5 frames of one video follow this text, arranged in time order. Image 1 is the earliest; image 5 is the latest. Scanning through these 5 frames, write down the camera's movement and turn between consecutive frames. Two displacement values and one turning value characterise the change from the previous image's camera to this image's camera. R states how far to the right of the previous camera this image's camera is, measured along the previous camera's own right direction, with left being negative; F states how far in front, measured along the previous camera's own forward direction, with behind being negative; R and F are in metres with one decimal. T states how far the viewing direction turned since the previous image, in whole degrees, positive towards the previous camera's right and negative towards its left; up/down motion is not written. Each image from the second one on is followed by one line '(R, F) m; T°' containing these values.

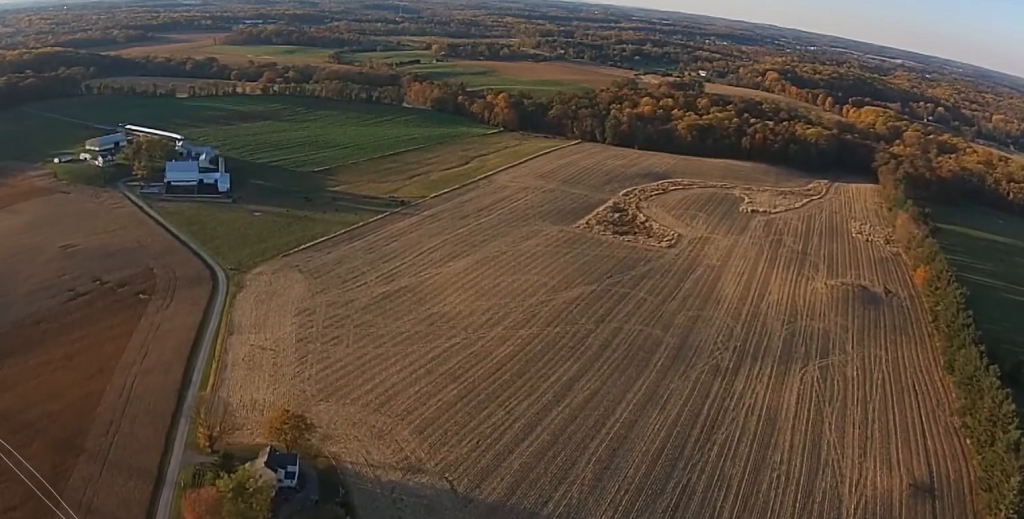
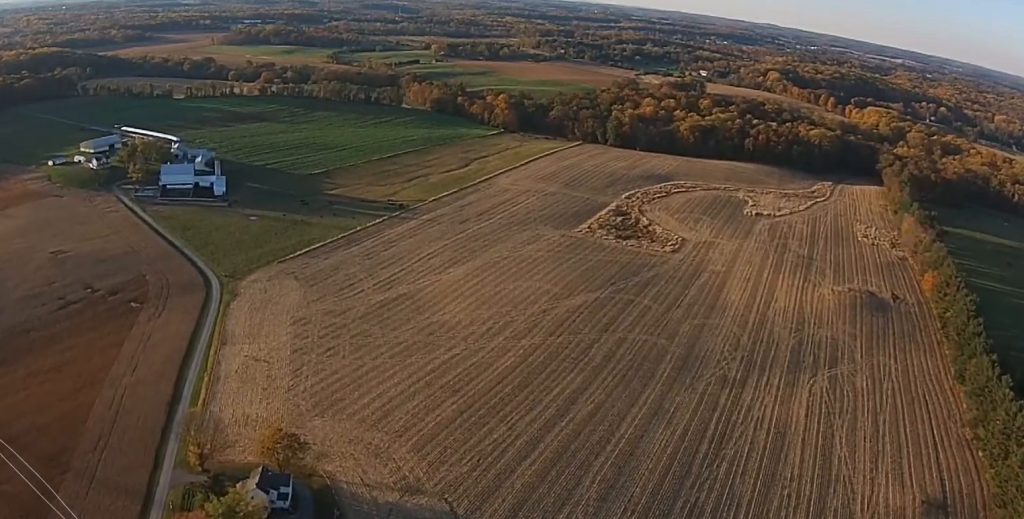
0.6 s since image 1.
(0.0, +10.5) m; 0°
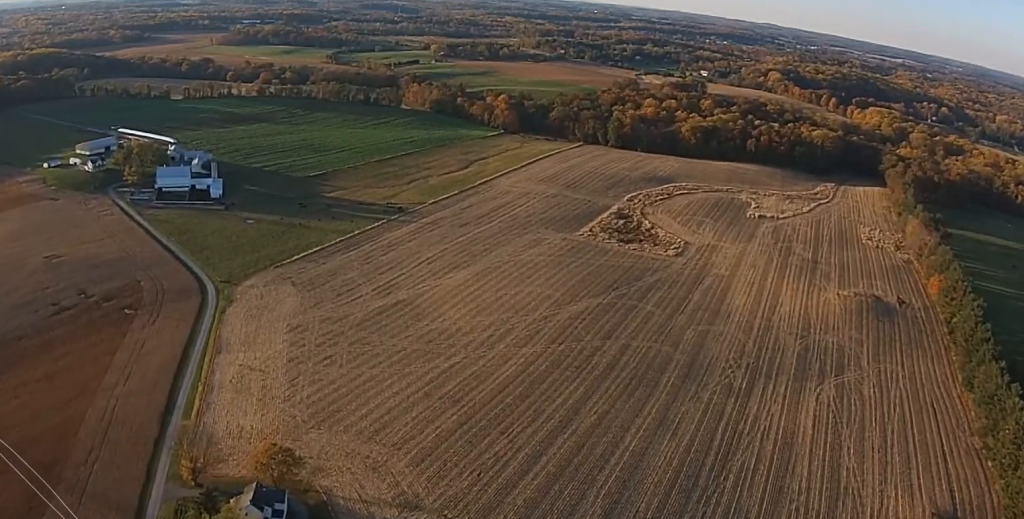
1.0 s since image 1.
(0.0, +7.6) m; 0°
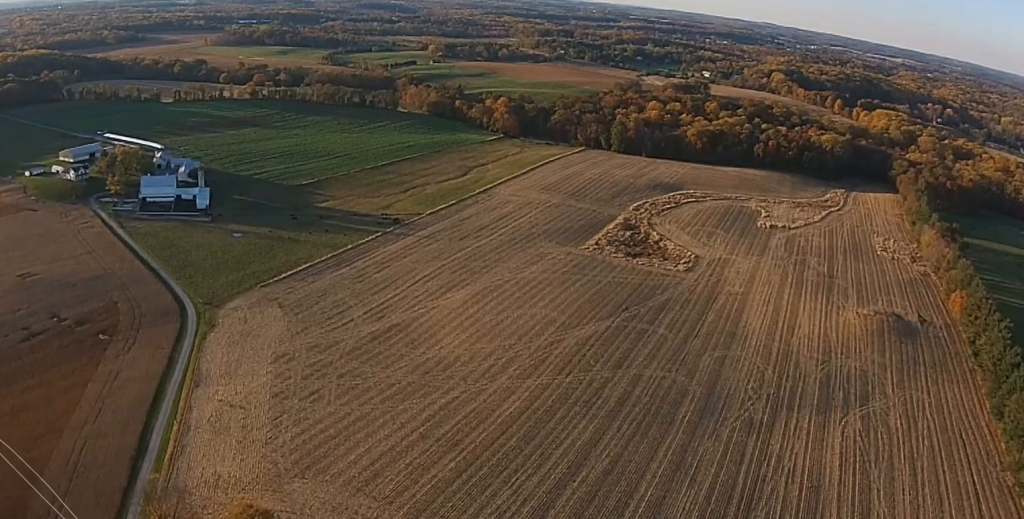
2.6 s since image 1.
(0.0, +27.2) m; -1°
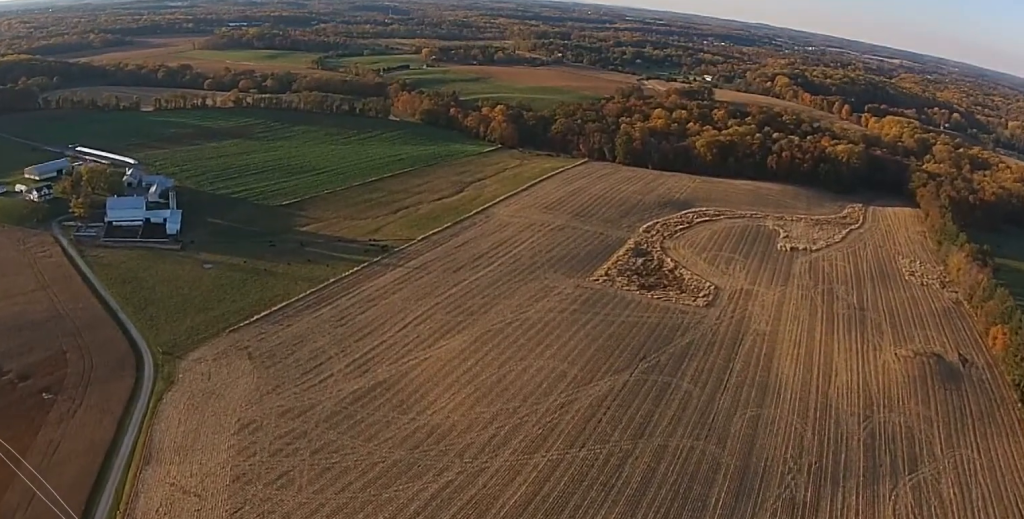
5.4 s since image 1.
(+0.9, +48.9) m; +2°
